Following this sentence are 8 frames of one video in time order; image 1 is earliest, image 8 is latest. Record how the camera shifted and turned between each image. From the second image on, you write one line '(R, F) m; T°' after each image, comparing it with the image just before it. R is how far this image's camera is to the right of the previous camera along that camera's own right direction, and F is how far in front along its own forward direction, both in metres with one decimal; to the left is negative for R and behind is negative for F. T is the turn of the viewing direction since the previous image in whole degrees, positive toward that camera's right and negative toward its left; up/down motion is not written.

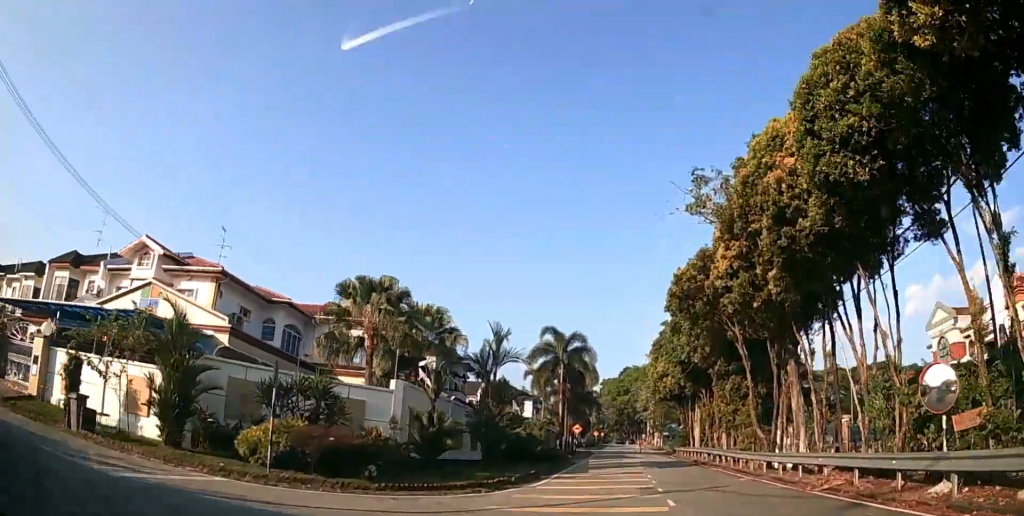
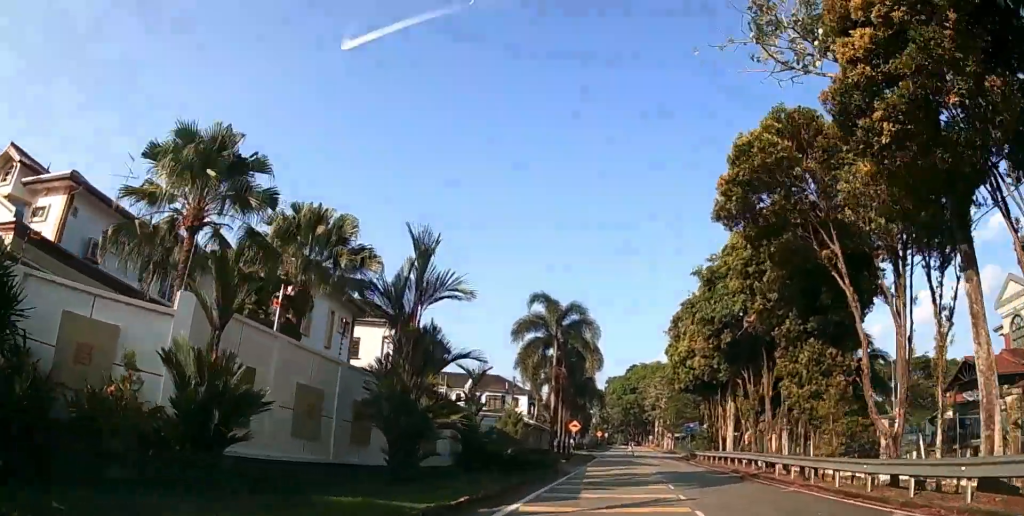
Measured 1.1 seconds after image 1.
(-0.1, +9.9) m; 0°
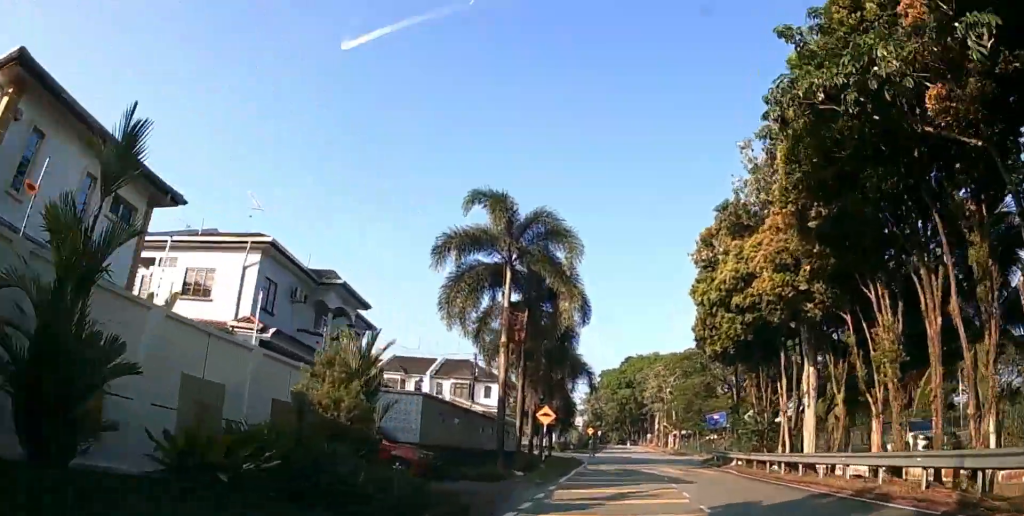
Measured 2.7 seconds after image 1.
(+0.2, +13.8) m; +1°
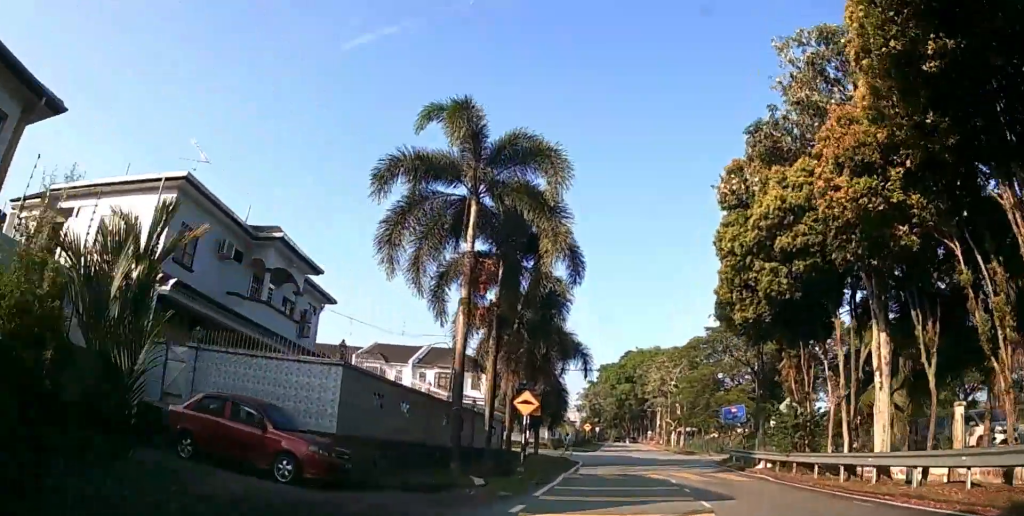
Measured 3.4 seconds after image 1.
(0.0, +5.4) m; 0°
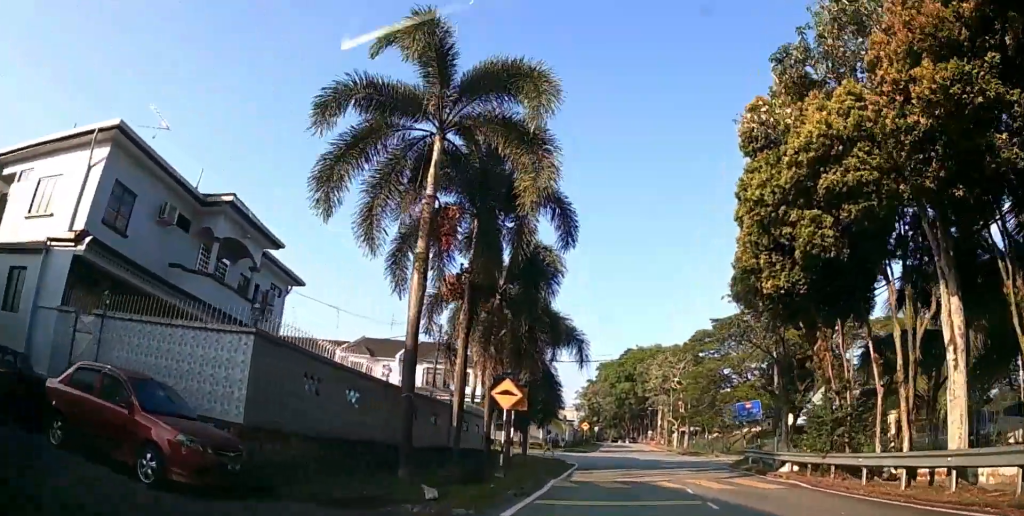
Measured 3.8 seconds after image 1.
(0.0, +3.3) m; 0°
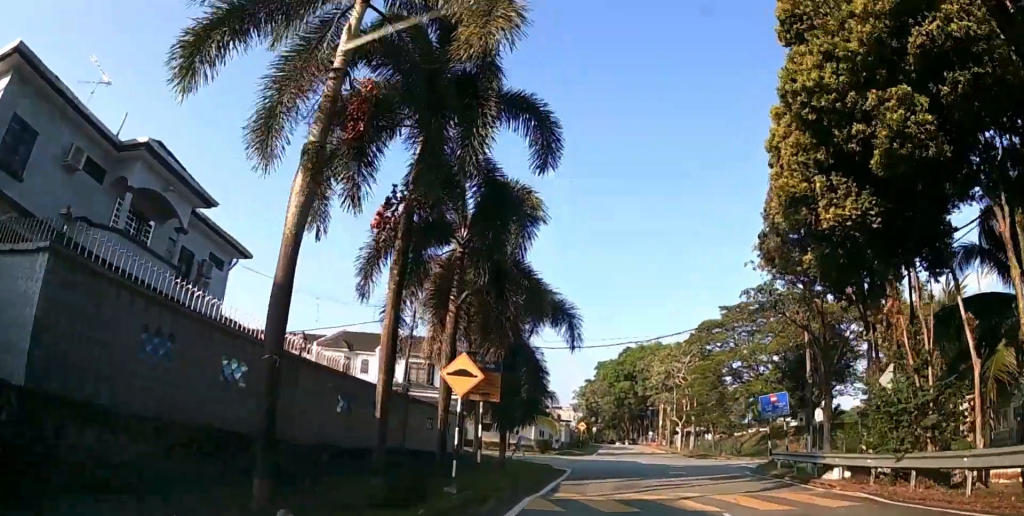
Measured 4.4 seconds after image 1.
(0.0, +4.4) m; +1°
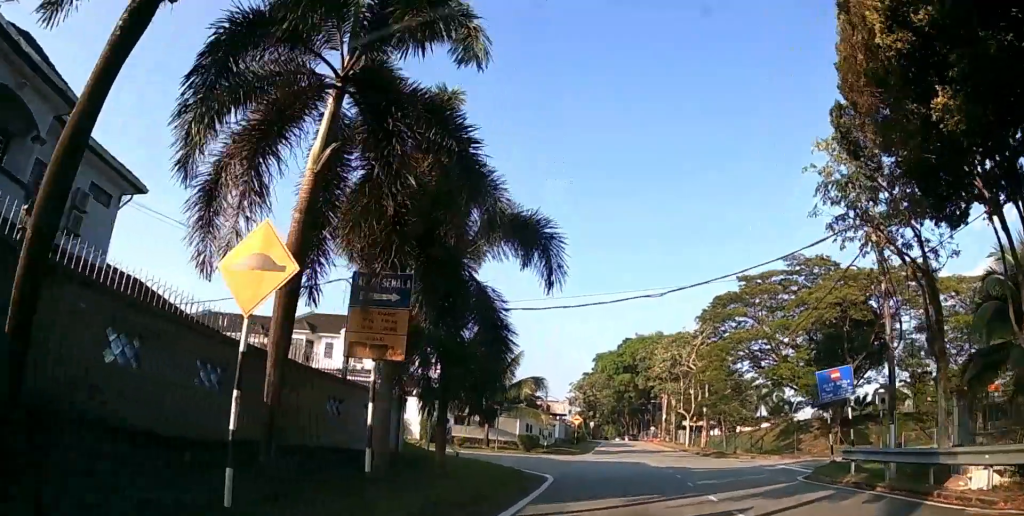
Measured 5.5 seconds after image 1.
(+0.1, +6.3) m; +3°
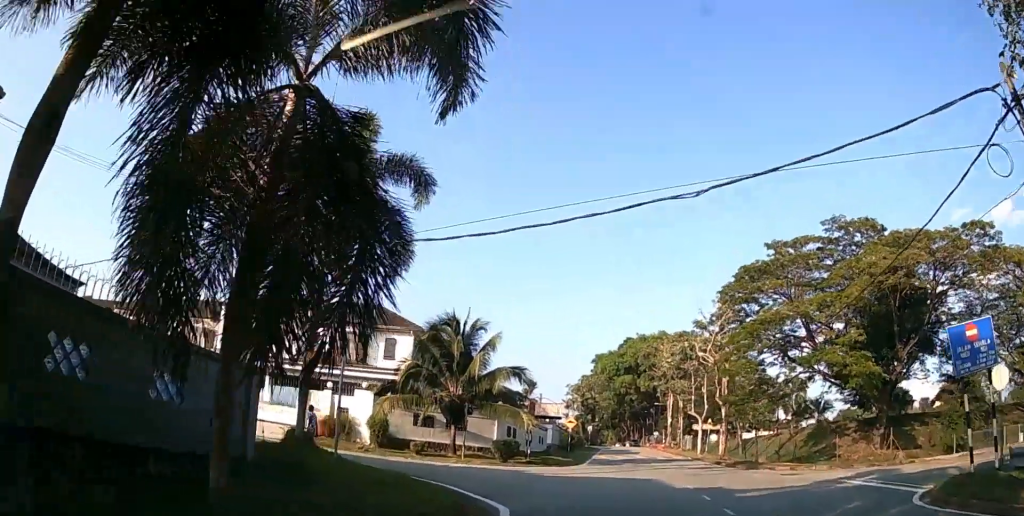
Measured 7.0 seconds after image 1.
(+0.4, +6.7) m; +2°
